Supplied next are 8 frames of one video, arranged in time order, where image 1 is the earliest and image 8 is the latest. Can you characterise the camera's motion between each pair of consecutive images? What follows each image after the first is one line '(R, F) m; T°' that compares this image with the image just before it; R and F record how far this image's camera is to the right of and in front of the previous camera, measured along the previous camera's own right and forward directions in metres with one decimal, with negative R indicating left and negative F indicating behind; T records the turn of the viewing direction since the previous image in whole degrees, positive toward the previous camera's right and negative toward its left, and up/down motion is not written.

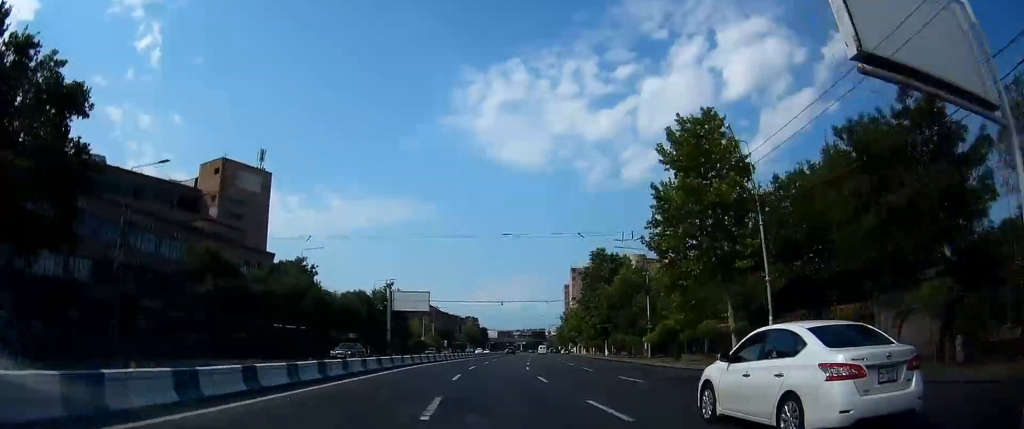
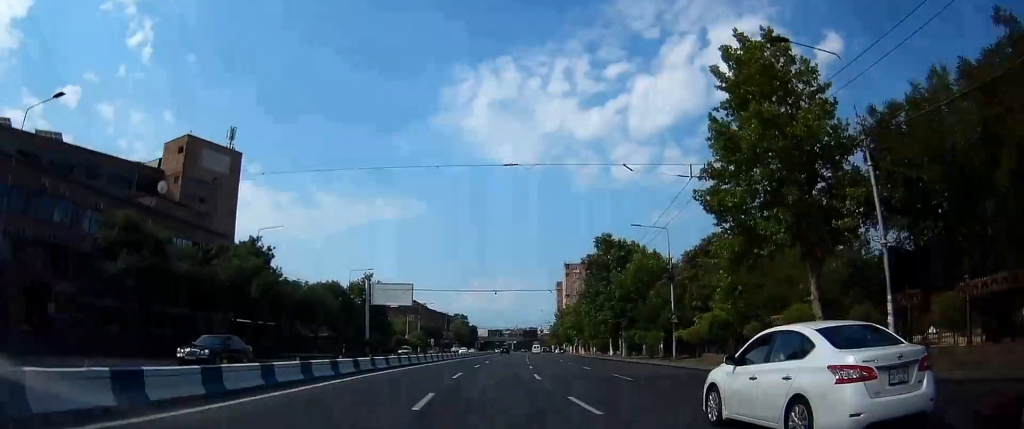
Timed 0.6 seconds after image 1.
(0.0, +11.3) m; +1°
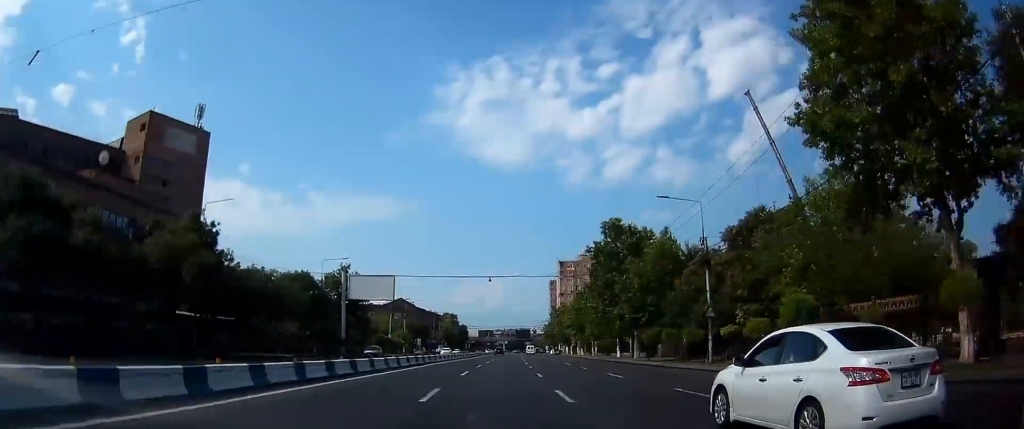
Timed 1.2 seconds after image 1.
(-0.1, +10.7) m; +2°
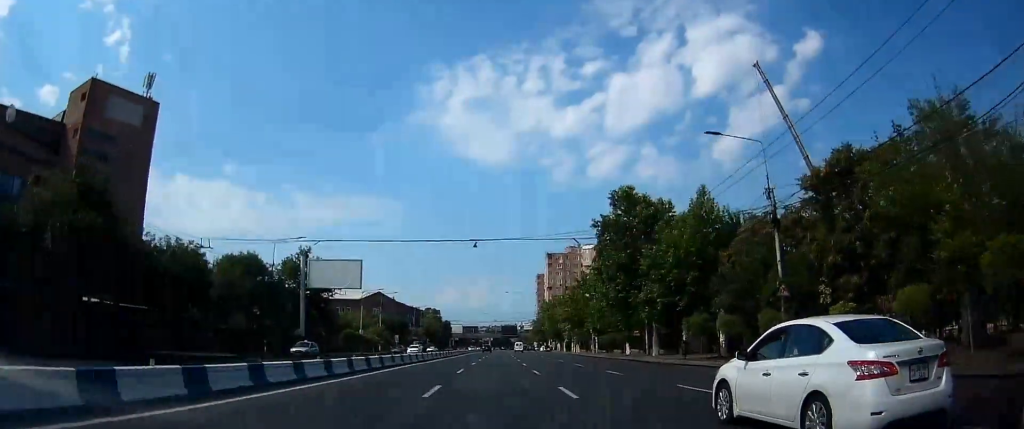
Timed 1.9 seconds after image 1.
(+0.4, +13.3) m; +2°
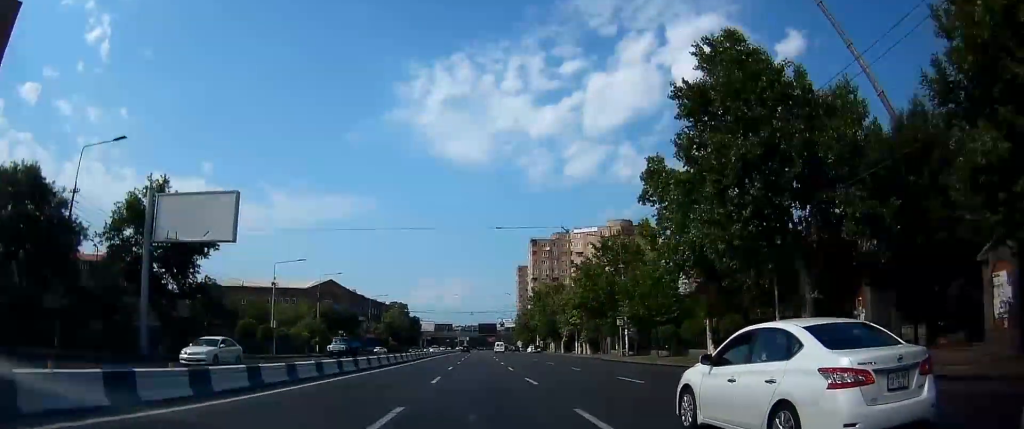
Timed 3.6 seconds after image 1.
(+0.6, +28.5) m; +1°
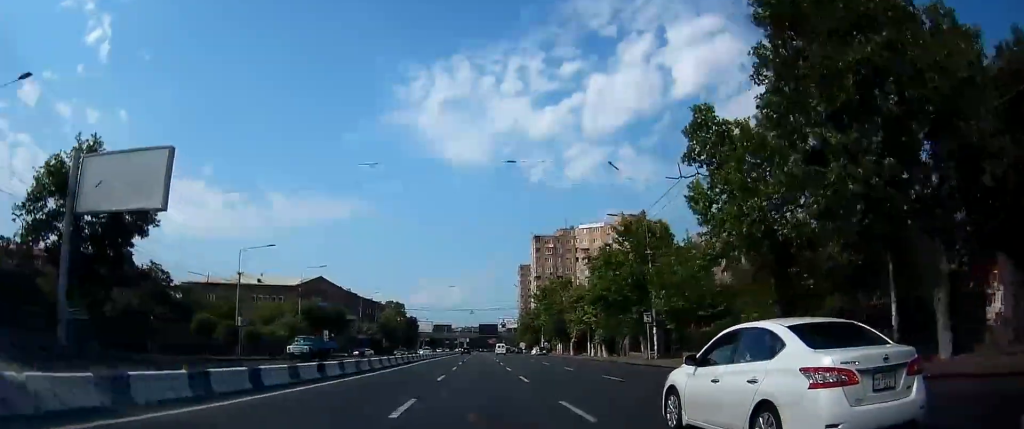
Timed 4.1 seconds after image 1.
(0.0, +8.4) m; 0°
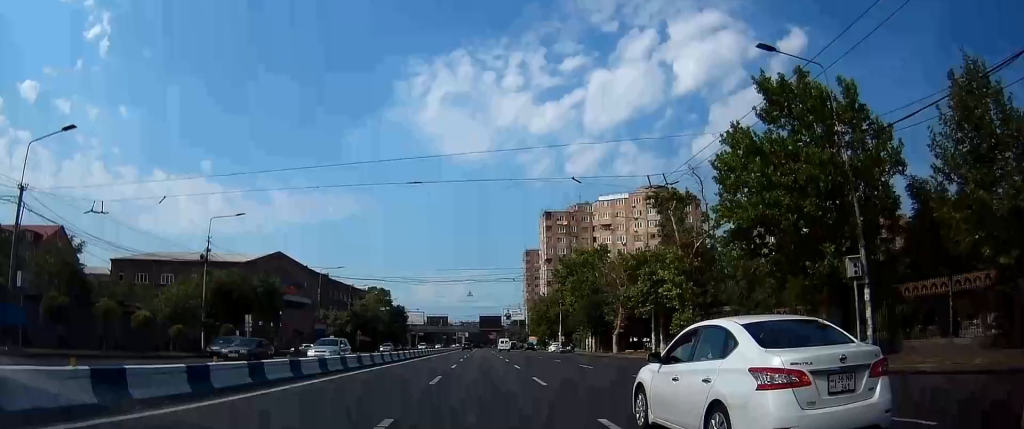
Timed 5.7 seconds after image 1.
(-0.1, +29.5) m; +1°
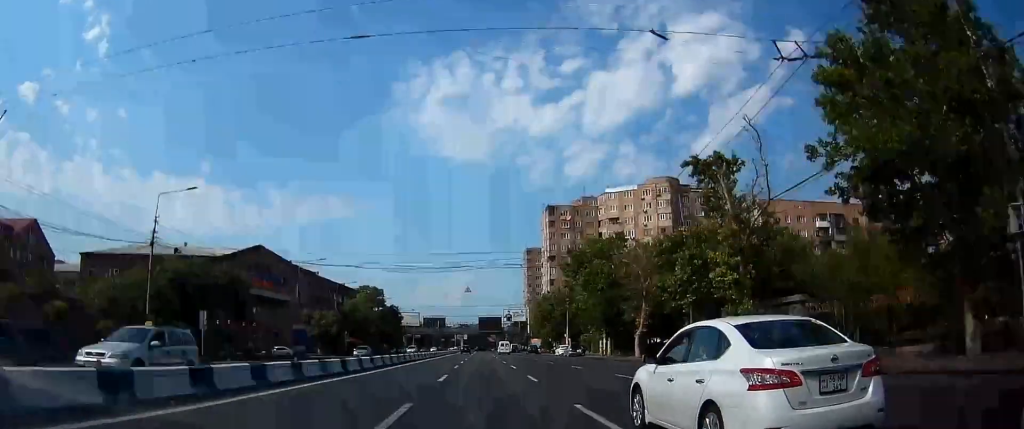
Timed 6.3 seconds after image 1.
(+0.1, +9.8) m; +1°
